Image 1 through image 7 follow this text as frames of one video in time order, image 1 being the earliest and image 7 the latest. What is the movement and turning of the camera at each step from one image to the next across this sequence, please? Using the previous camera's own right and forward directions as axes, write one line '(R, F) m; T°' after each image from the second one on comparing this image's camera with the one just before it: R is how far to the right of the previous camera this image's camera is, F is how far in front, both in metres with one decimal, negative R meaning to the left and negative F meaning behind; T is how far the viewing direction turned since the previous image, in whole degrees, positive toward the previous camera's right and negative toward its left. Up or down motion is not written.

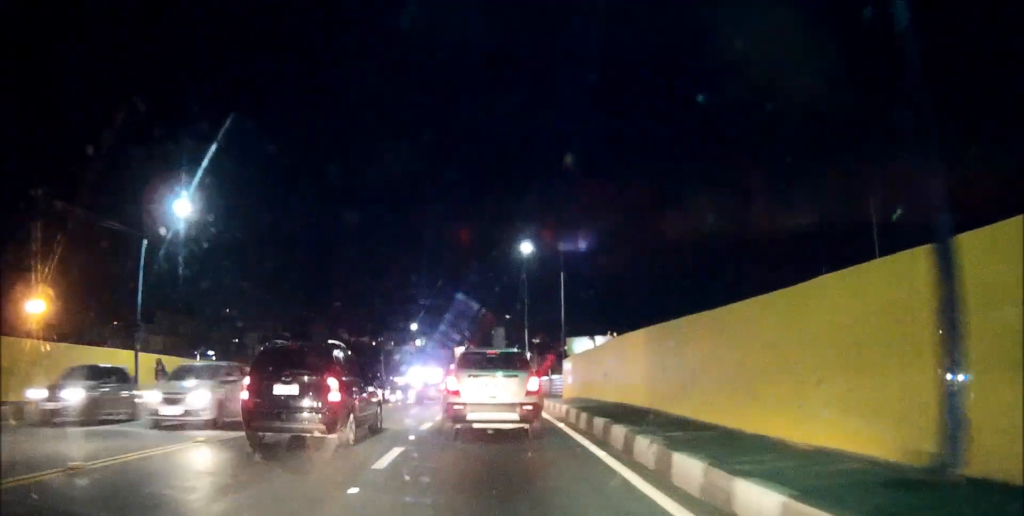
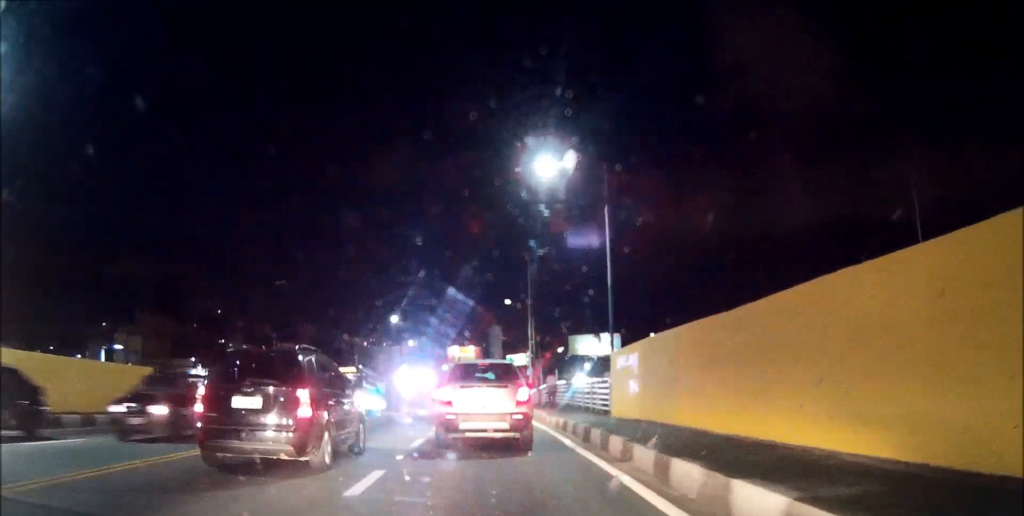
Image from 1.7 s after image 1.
(0.0, +14.0) m; 0°
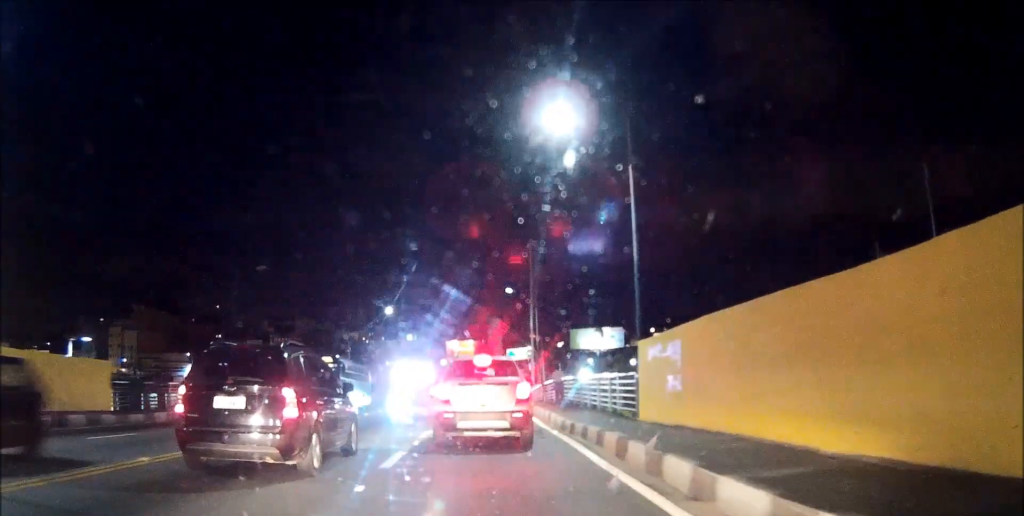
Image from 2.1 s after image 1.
(0.0, +3.6) m; 0°
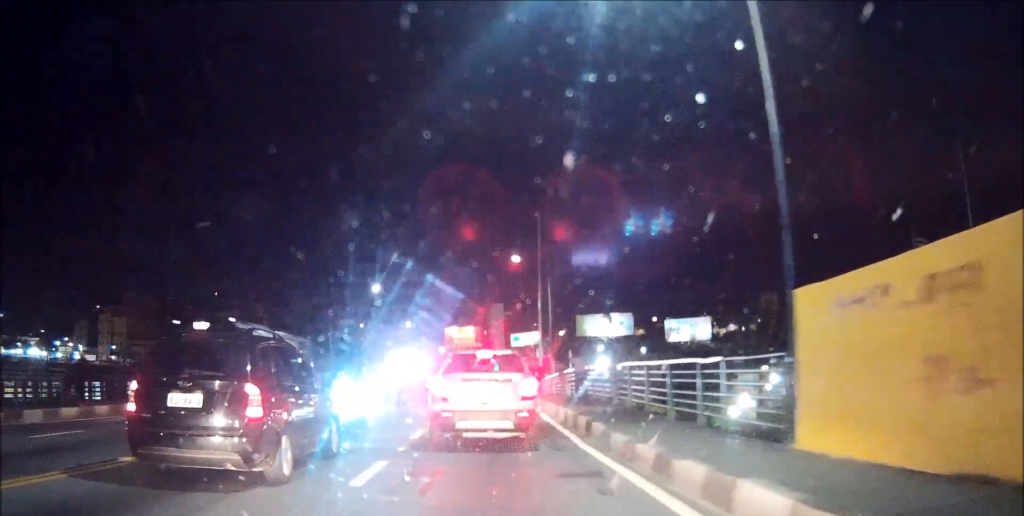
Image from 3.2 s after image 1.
(0.0, +8.5) m; 0°
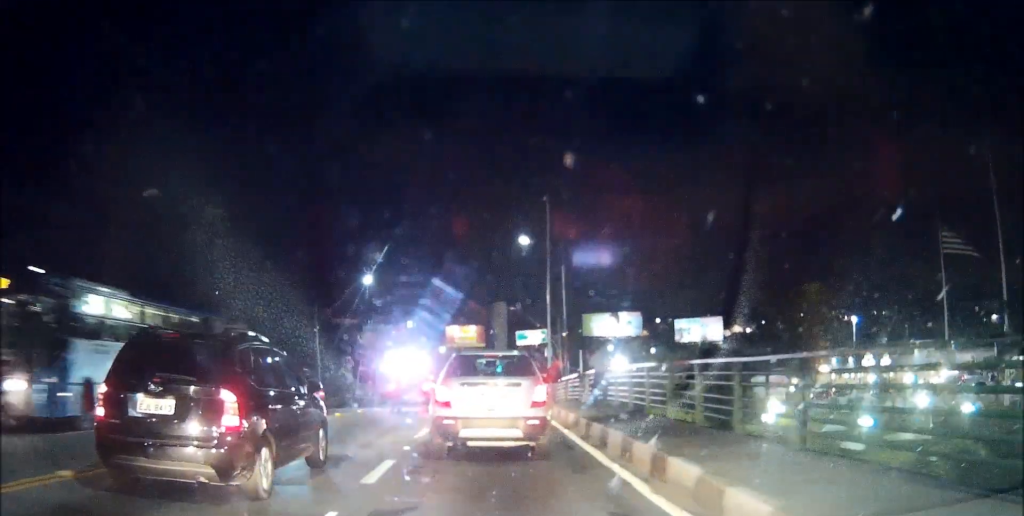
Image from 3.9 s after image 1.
(0.0, +5.6) m; 0°
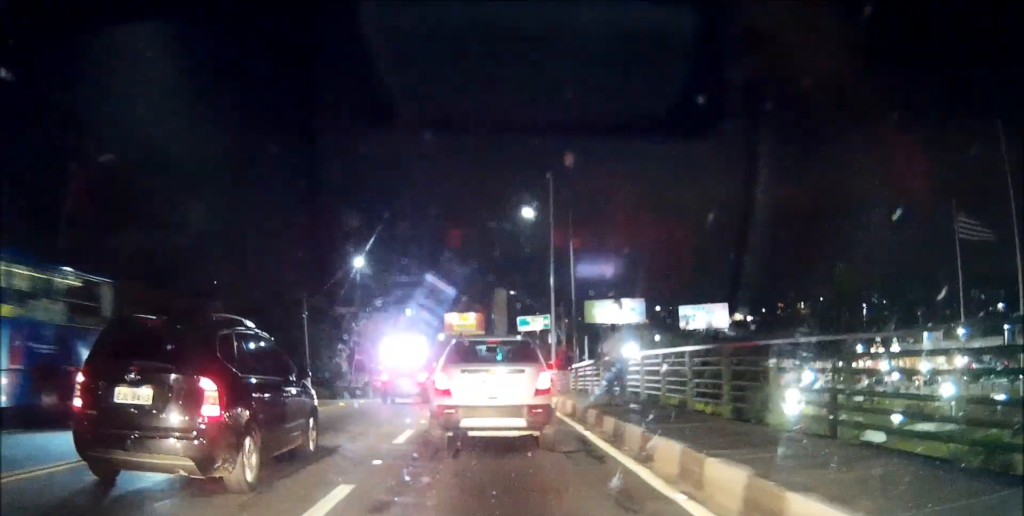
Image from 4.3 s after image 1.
(0.0, +3.4) m; 0°
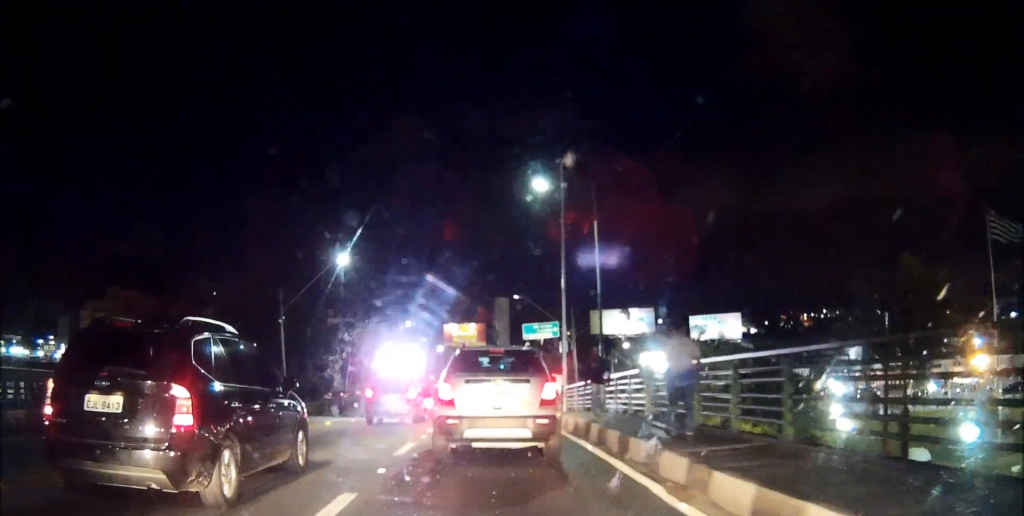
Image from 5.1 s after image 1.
(0.0, +6.3) m; 0°
